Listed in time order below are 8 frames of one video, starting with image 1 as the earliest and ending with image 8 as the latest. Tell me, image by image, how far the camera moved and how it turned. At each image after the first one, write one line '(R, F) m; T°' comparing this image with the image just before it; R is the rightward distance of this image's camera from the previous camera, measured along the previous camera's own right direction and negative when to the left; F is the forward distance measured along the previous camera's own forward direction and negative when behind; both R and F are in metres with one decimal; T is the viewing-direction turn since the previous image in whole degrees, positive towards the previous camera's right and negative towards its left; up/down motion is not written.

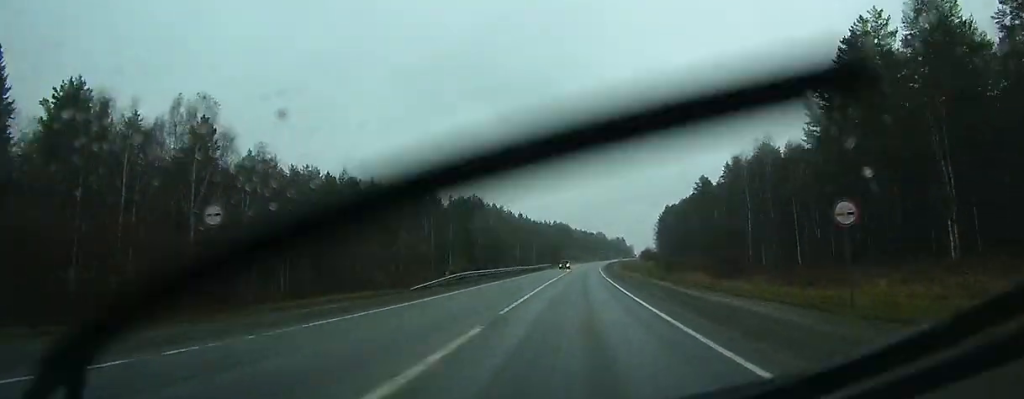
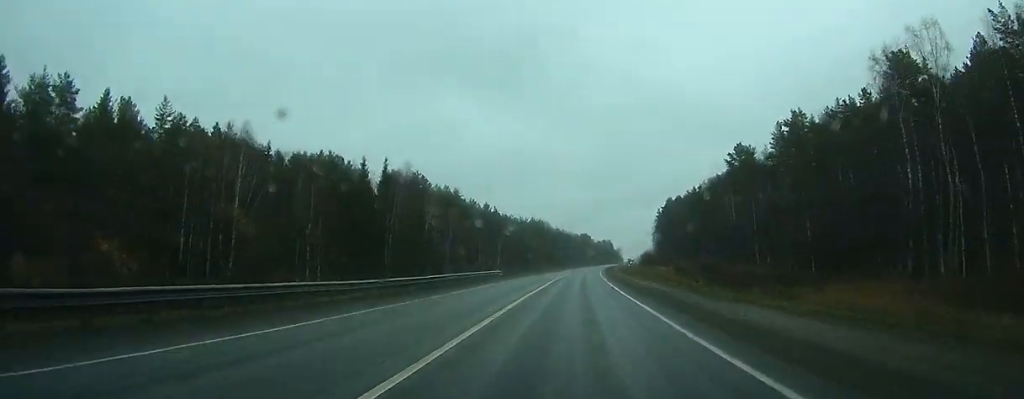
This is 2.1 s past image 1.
(+0.8, +59.5) m; +1°
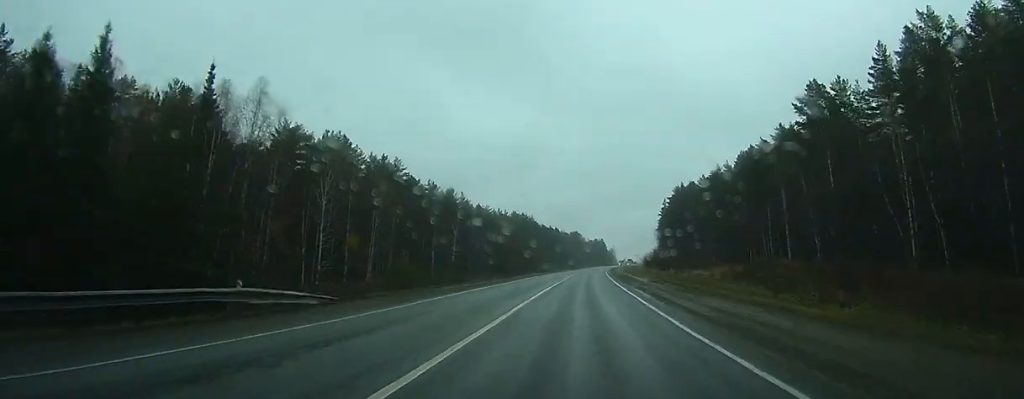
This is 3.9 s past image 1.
(+0.4, +48.3) m; +1°
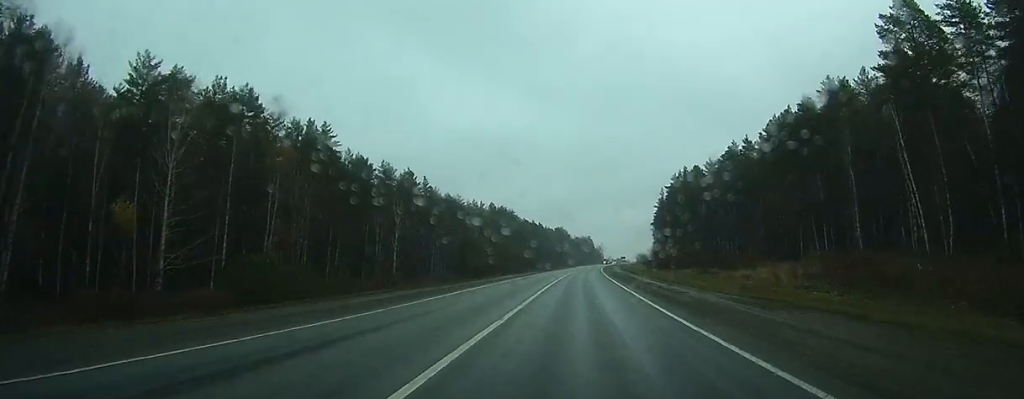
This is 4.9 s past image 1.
(+0.3, +29.7) m; +1°
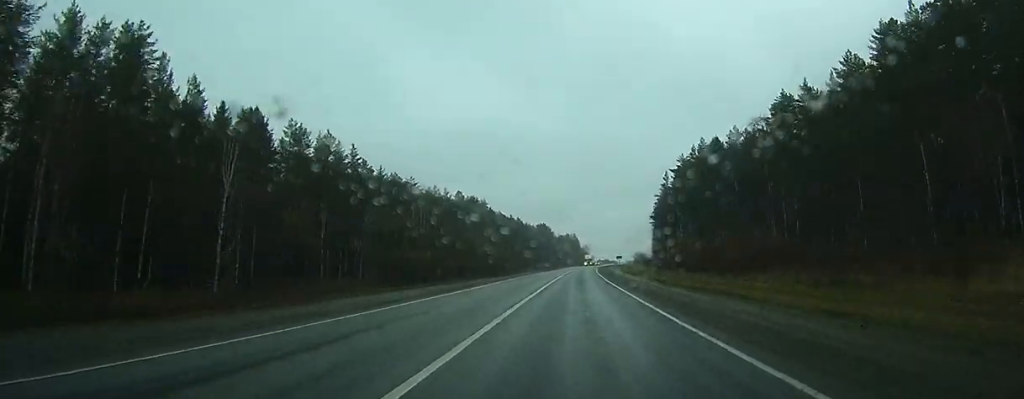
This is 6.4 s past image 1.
(+0.3, +40.7) m; +1°
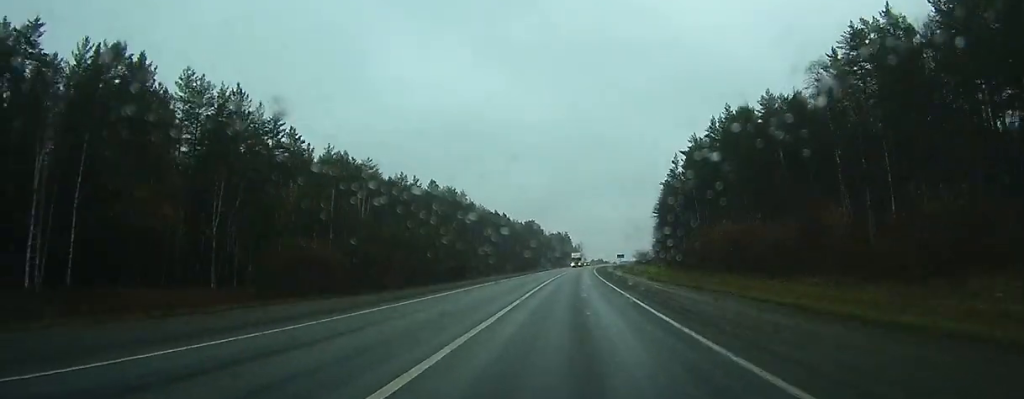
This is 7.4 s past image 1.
(+0.2, +27.7) m; +1°
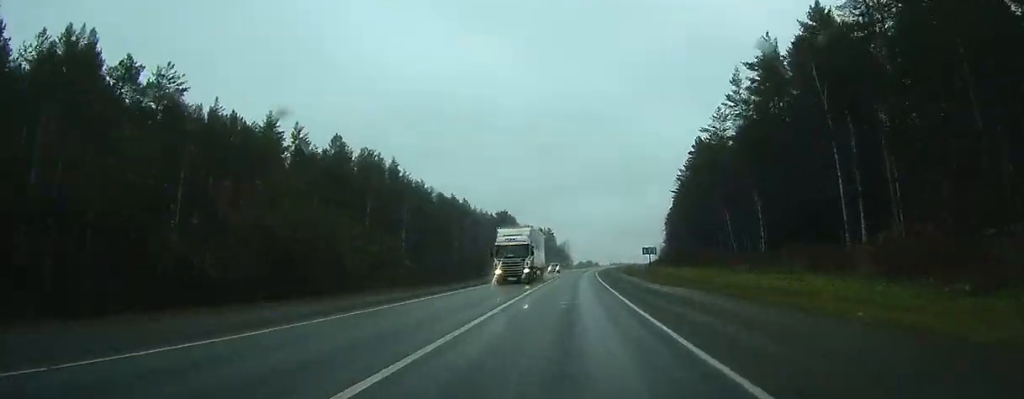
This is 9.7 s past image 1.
(+0.6, +64.6) m; +1°
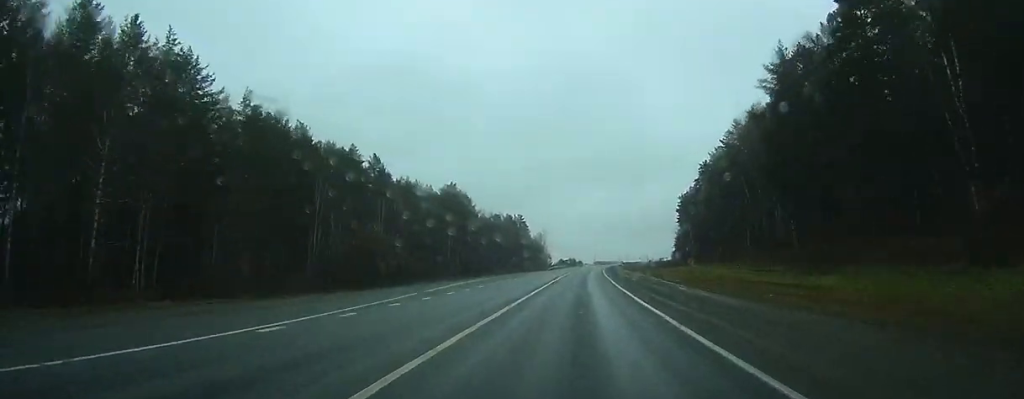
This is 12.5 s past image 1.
(+1.0, +75.2) m; +2°
